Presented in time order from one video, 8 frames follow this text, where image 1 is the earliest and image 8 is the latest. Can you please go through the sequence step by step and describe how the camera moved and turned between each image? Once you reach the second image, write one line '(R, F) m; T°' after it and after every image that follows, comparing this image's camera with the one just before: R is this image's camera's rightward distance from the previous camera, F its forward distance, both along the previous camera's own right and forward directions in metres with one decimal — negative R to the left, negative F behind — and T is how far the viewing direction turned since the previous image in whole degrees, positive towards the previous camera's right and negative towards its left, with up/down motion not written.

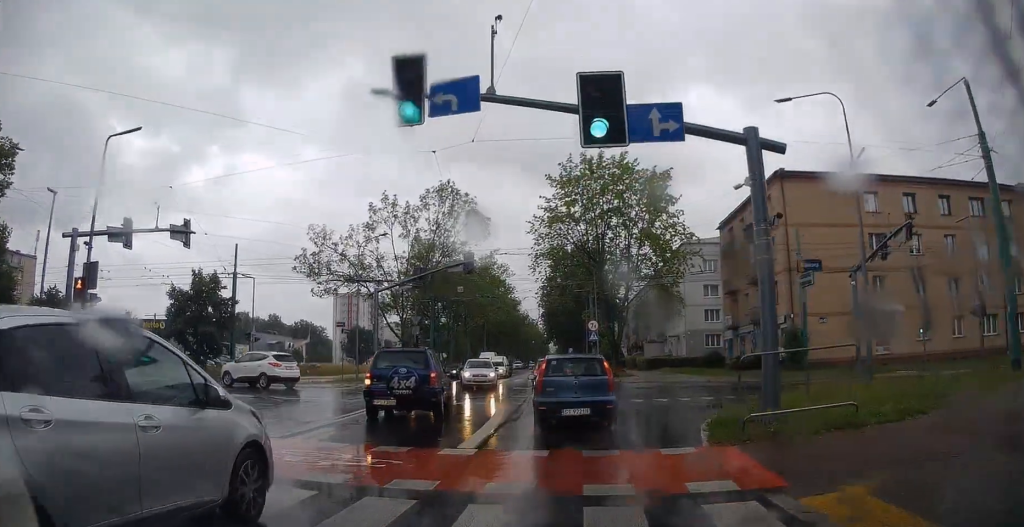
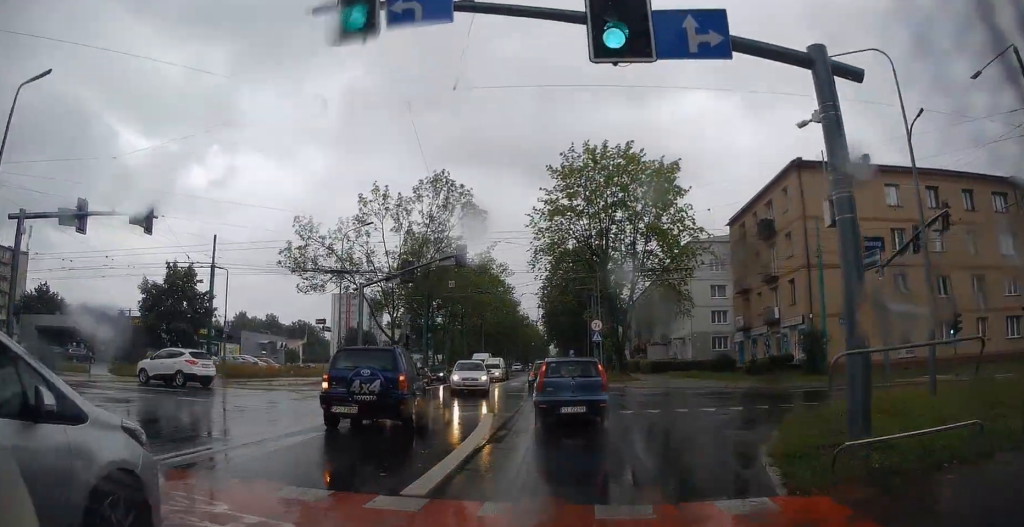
(0.0, +3.8) m; 0°
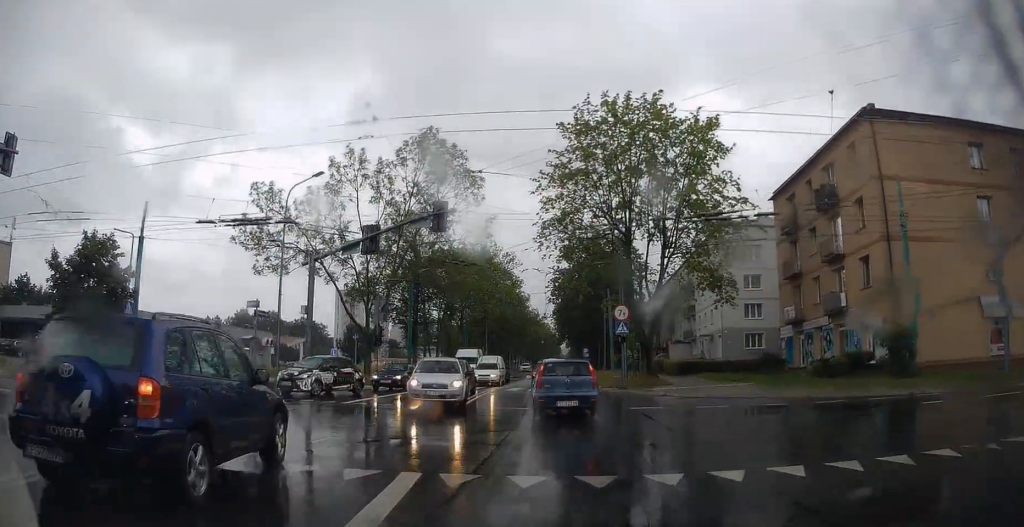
(-0.1, +9.8) m; -1°
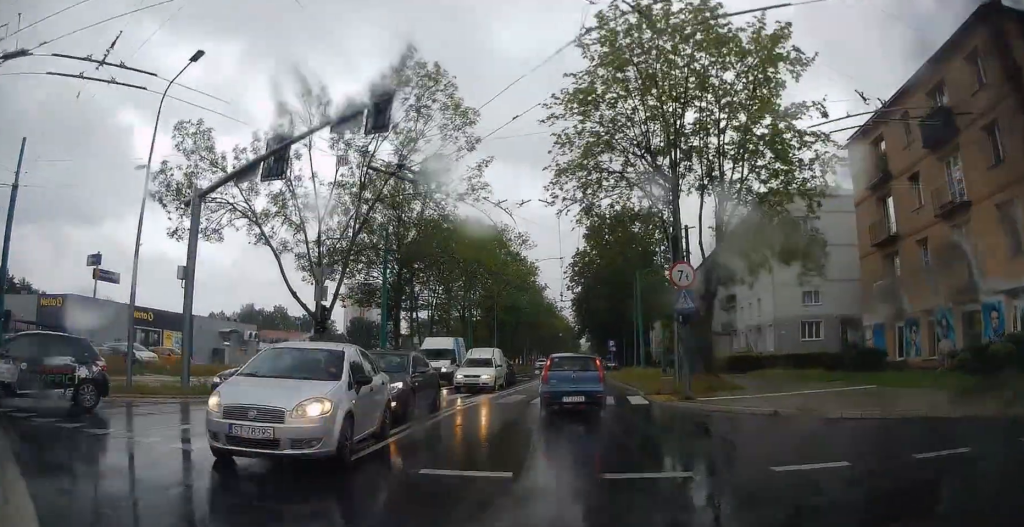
(0.0, +11.4) m; -1°
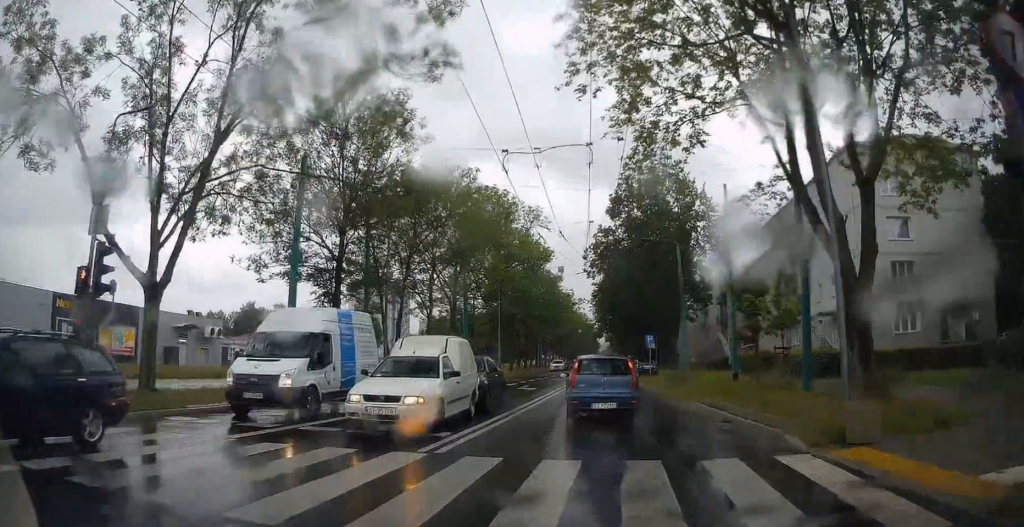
(-0.5, +14.9) m; -2°
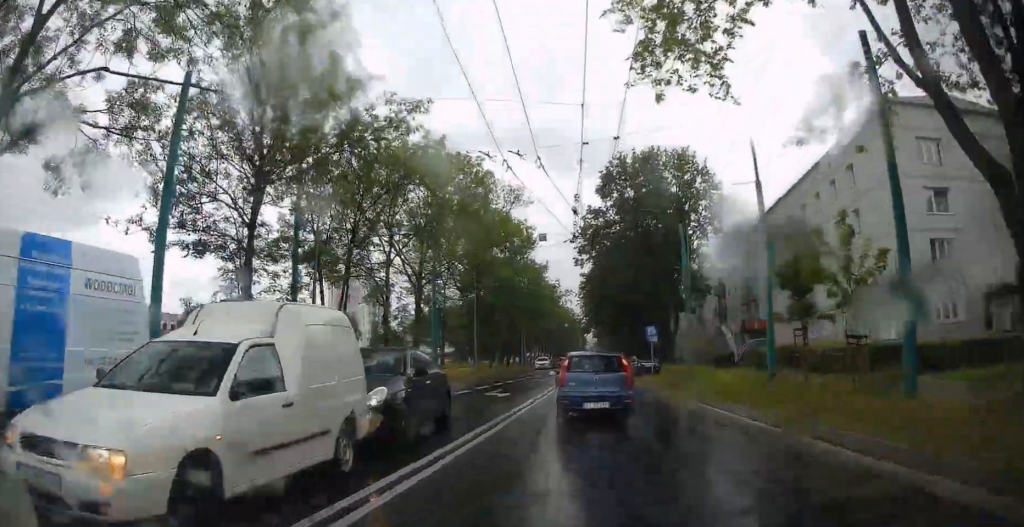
(+0.1, +7.4) m; +1°
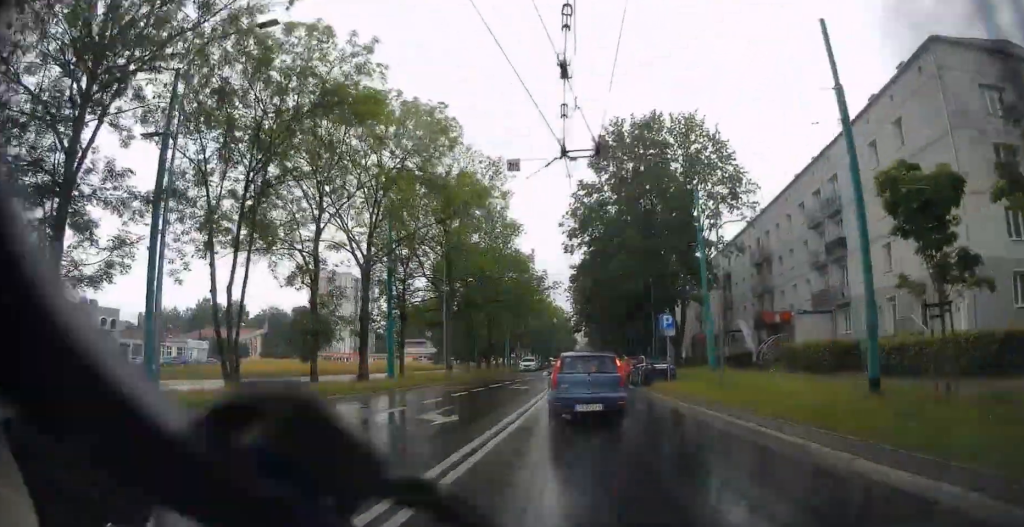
(+0.3, +9.3) m; +2°
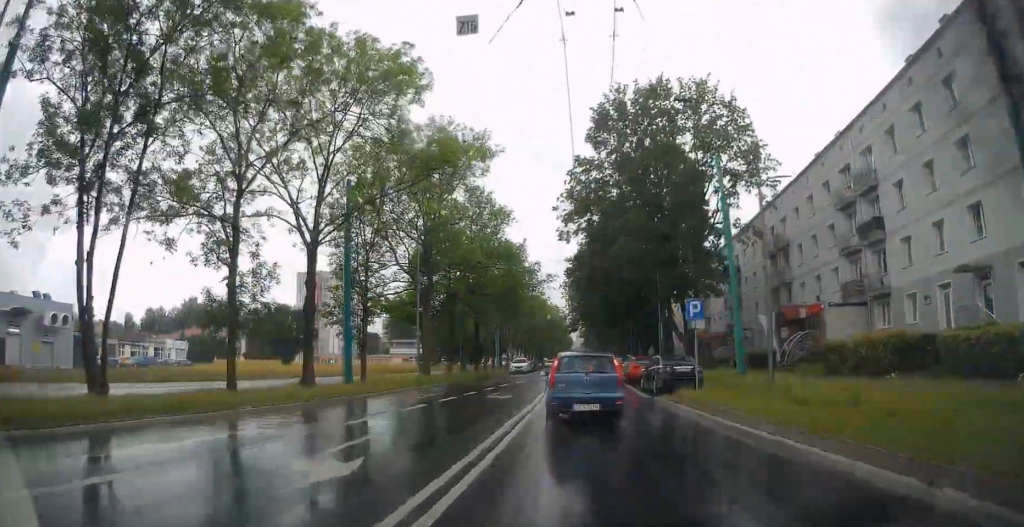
(0.0, +6.9) m; +1°
